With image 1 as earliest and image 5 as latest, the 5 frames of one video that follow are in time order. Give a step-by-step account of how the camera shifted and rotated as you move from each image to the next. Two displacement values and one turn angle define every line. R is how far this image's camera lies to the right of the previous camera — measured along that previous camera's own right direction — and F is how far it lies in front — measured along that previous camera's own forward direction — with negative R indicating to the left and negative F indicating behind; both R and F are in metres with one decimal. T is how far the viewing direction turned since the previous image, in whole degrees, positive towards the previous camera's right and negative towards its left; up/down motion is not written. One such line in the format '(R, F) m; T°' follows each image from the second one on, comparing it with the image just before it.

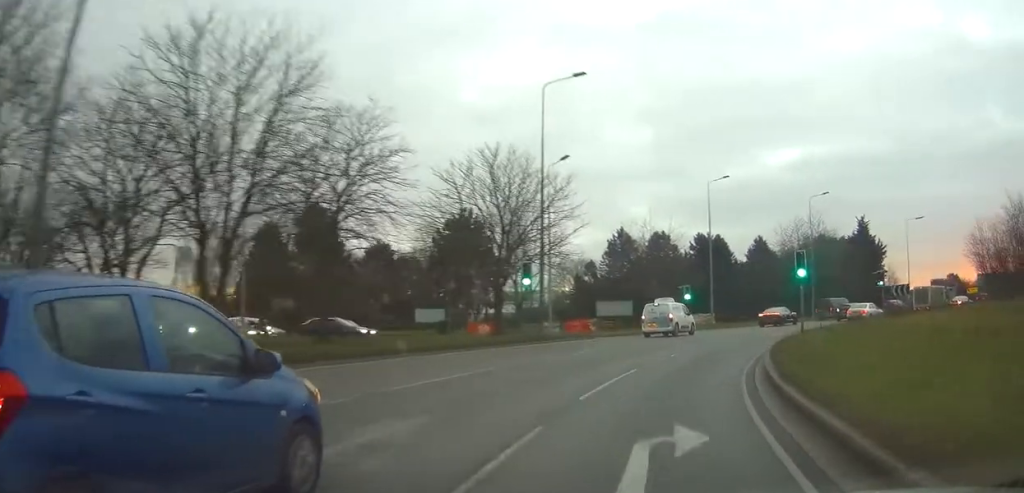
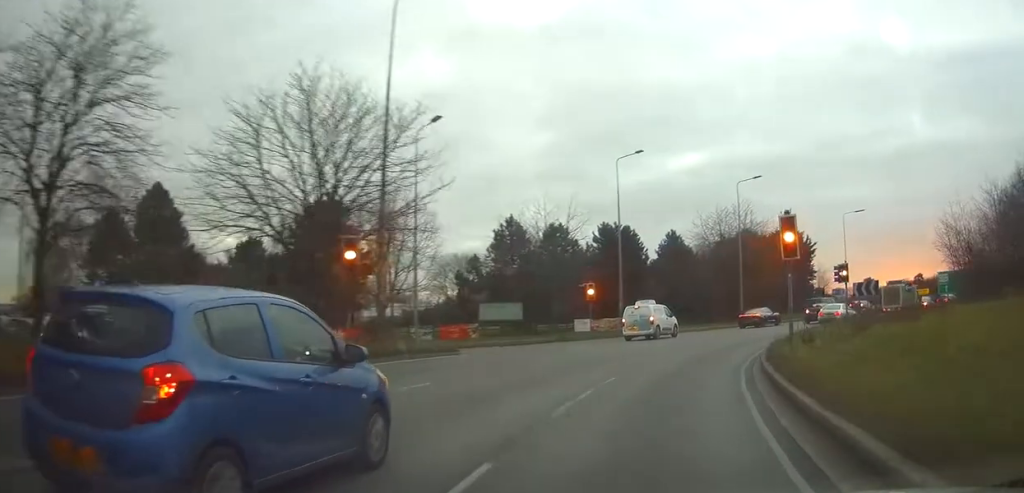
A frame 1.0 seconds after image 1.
(+0.8, +10.2) m; +8°
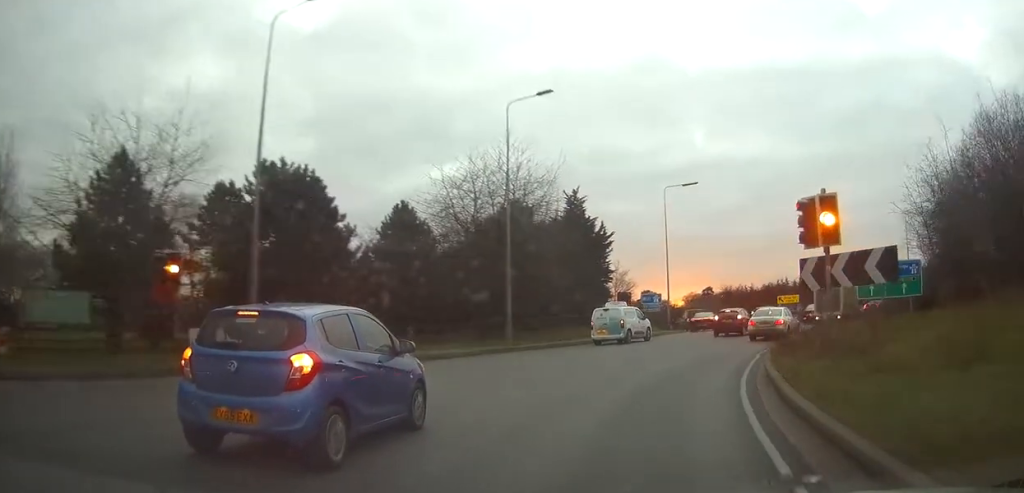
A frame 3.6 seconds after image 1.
(+3.5, +24.6) m; +17°
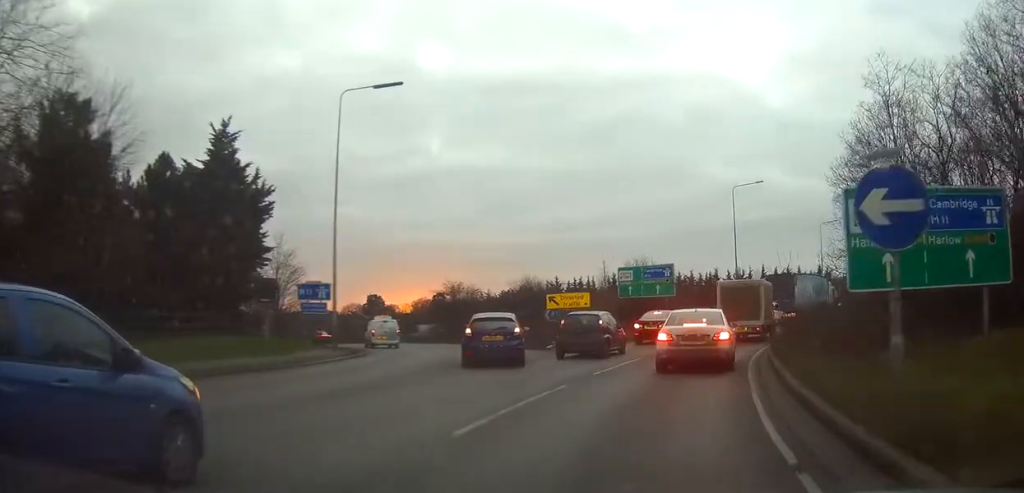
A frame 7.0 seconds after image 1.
(+5.2, +24.2) m; +20°
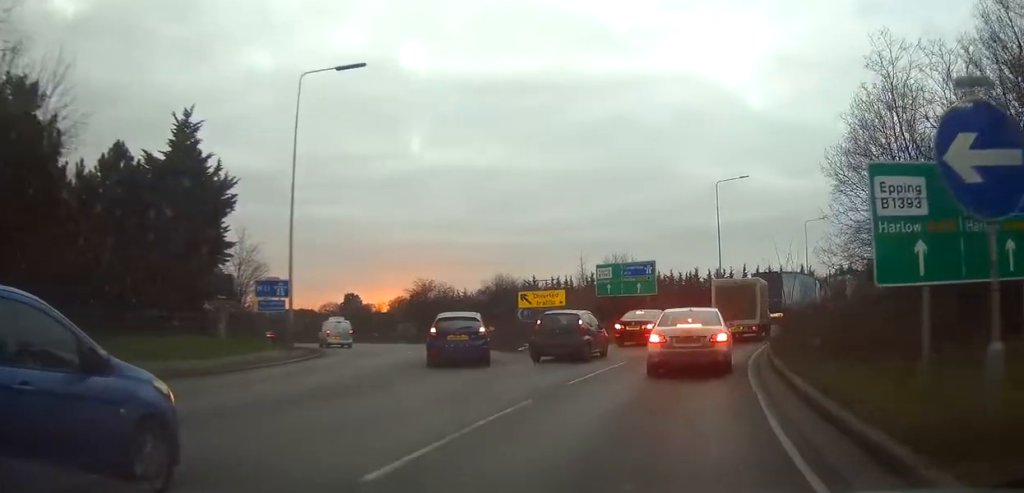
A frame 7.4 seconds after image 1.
(+0.1, +2.4) m; 0°
